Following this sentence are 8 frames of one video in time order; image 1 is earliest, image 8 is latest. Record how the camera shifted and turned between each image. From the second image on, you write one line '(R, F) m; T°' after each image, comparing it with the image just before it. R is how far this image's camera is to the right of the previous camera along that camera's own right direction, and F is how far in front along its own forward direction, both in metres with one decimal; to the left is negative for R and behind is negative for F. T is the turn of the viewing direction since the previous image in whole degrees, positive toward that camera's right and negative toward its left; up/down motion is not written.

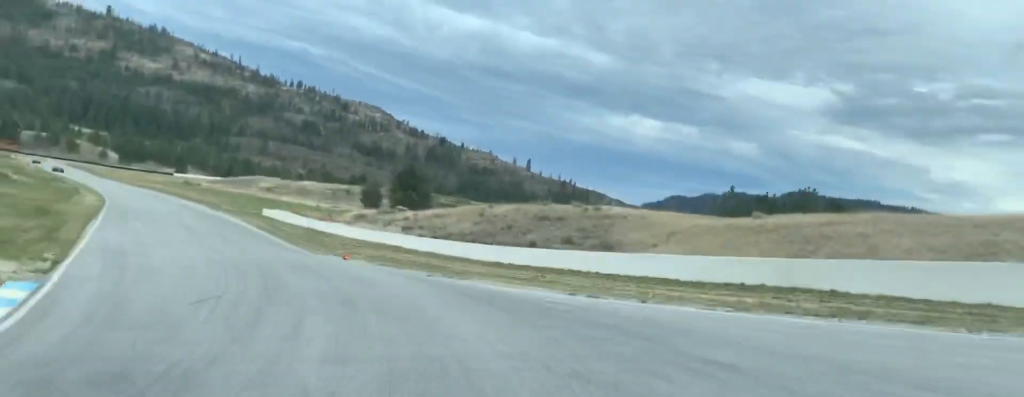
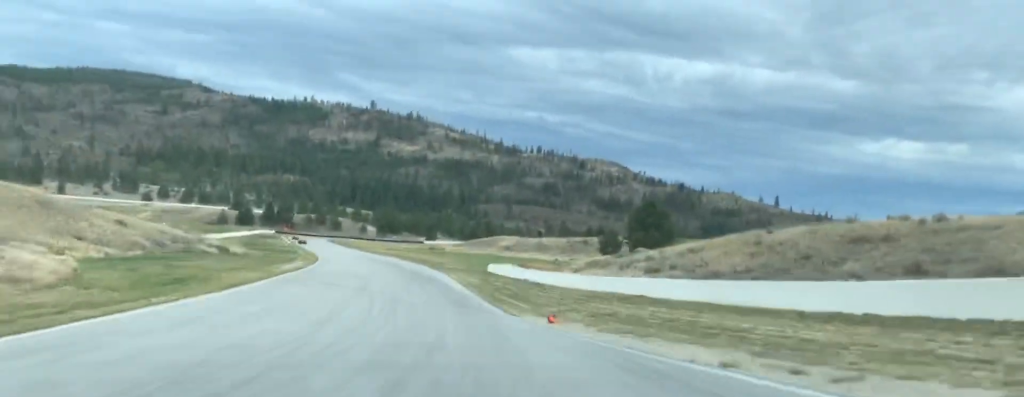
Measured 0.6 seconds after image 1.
(-2.9, +20.2) m; -13°
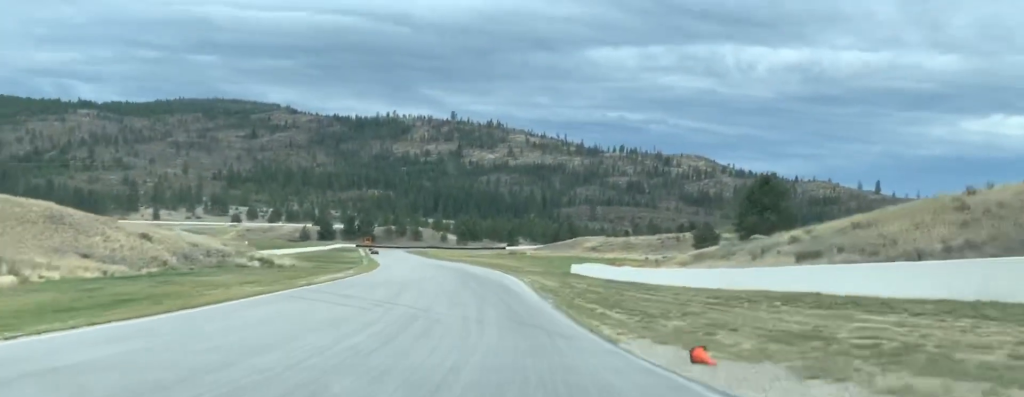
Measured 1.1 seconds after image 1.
(-1.6, +14.7) m; -6°
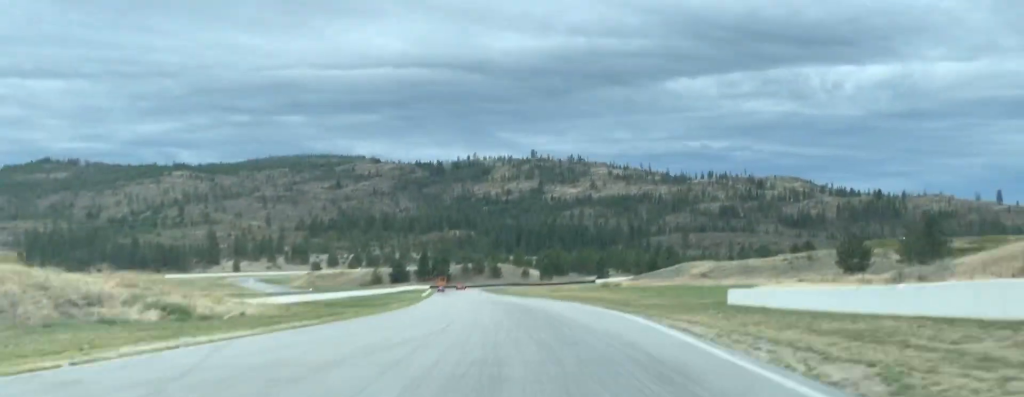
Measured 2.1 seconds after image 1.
(-3.7, +38.2) m; -10°
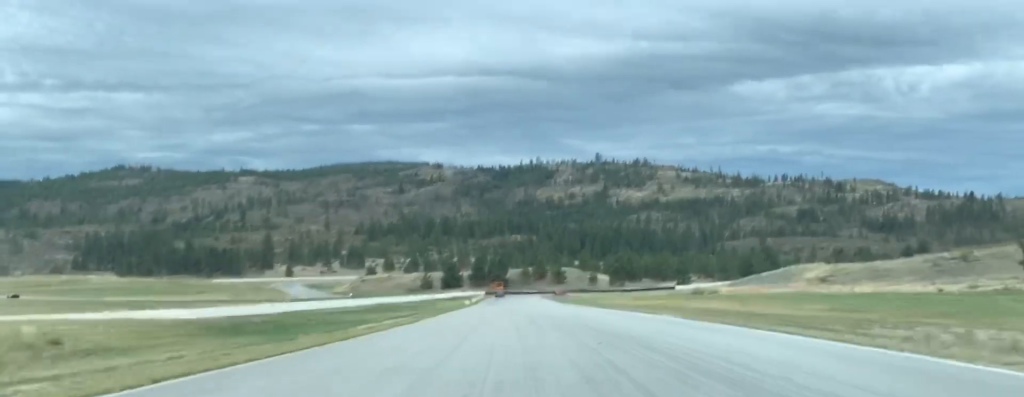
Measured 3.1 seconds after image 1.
(-2.7, +38.3) m; -7°
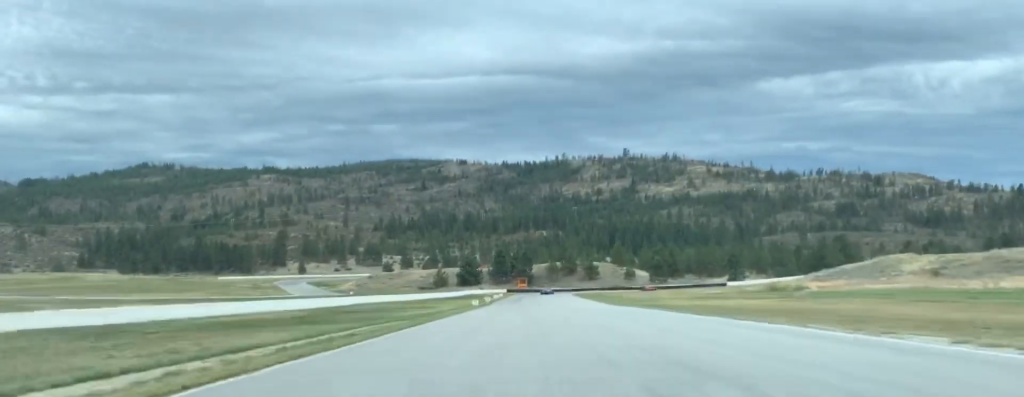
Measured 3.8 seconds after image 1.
(-1.5, +34.3) m; -2°
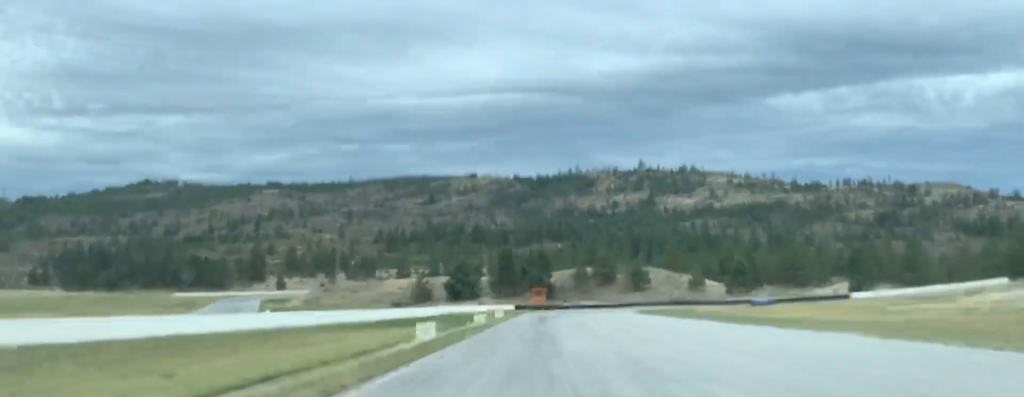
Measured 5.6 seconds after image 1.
(+0.4, +78.0) m; +2°
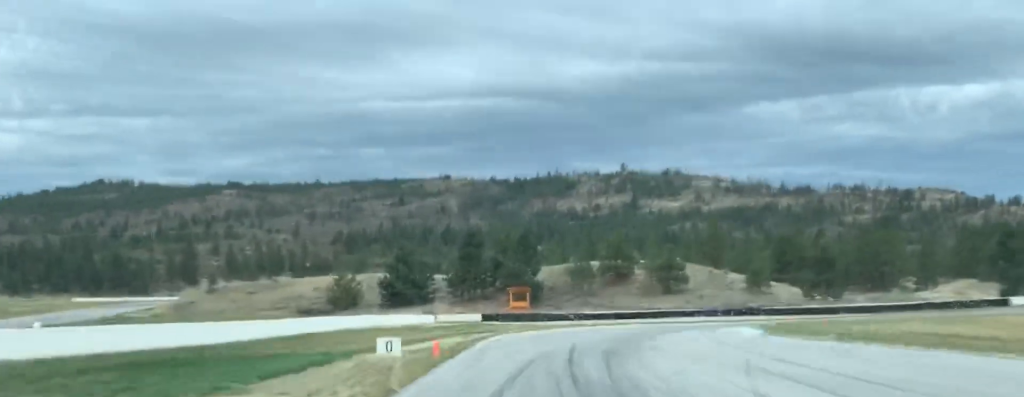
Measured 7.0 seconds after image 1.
(+0.7, +56.8) m; +3°
